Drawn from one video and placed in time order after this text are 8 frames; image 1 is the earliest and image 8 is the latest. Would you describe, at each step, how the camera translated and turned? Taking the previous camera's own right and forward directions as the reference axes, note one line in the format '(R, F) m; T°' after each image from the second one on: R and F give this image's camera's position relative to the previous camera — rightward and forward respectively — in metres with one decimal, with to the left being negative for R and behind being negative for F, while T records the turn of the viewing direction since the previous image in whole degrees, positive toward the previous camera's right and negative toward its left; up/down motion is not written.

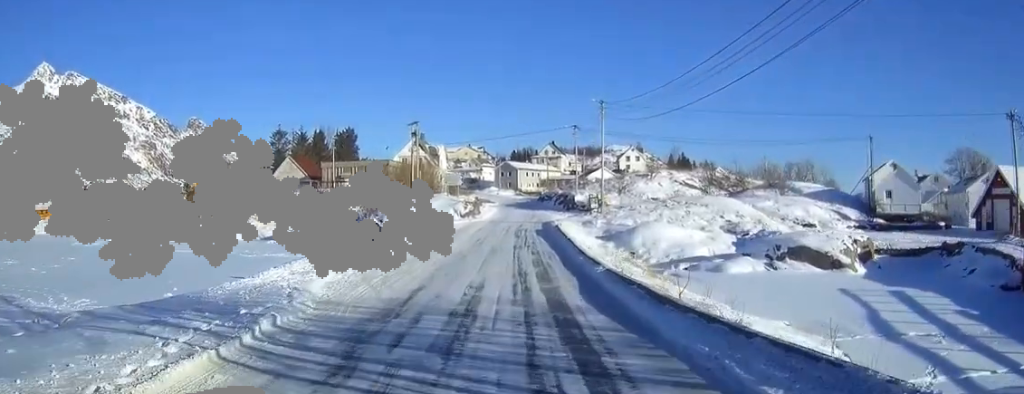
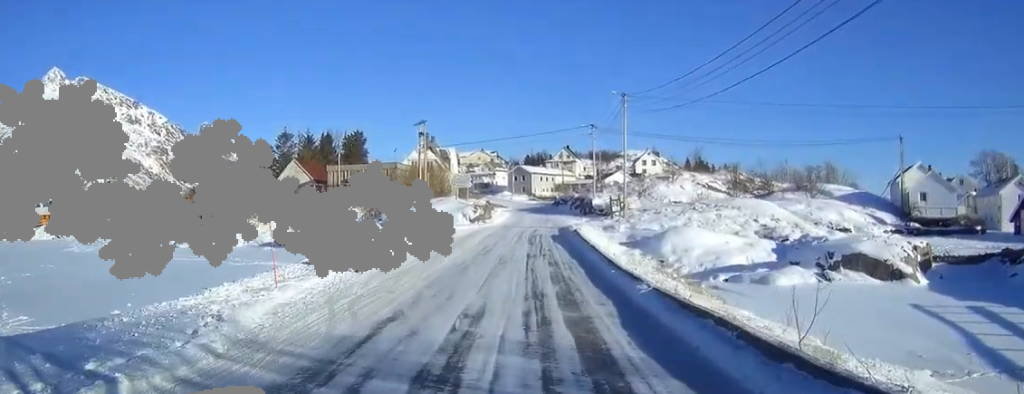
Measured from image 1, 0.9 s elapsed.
(-0.1, +4.9) m; -1°
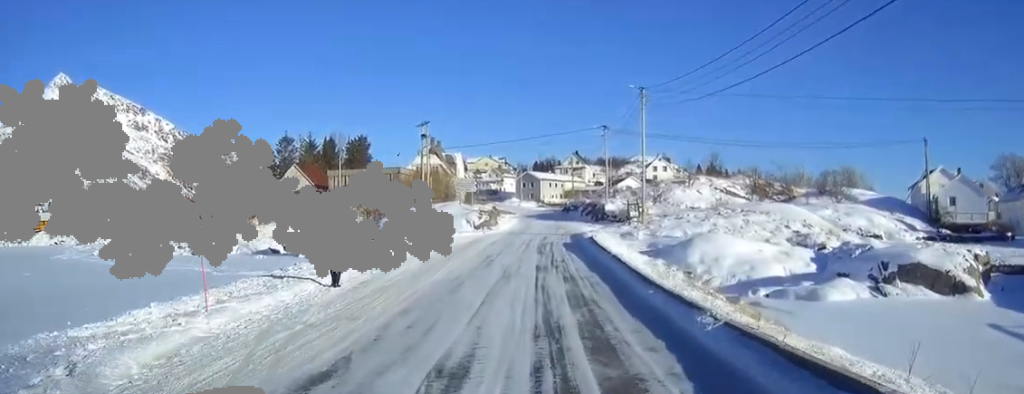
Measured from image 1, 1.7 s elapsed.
(+0.1, +4.4) m; -1°
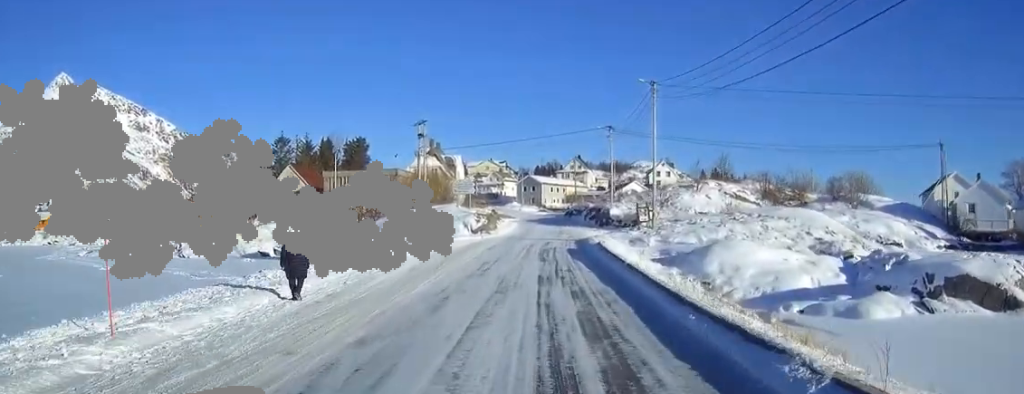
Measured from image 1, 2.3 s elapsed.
(-0.2, +3.3) m; -1°
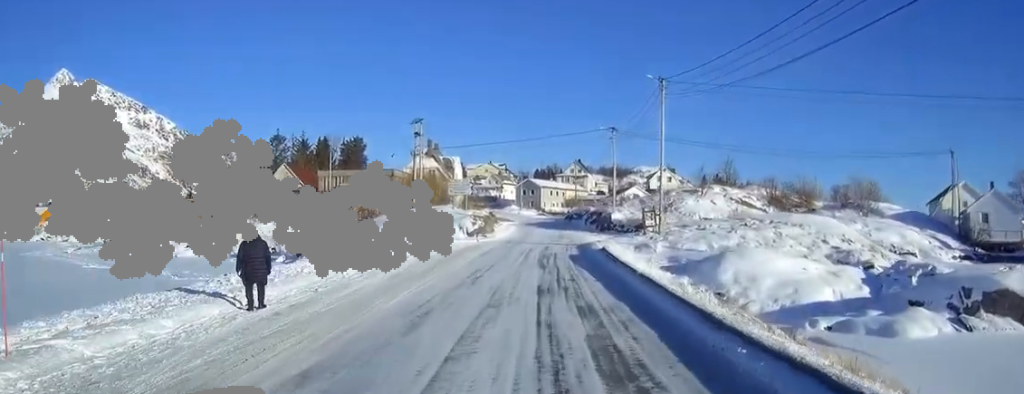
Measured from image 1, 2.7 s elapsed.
(-0.1, +2.4) m; 0°
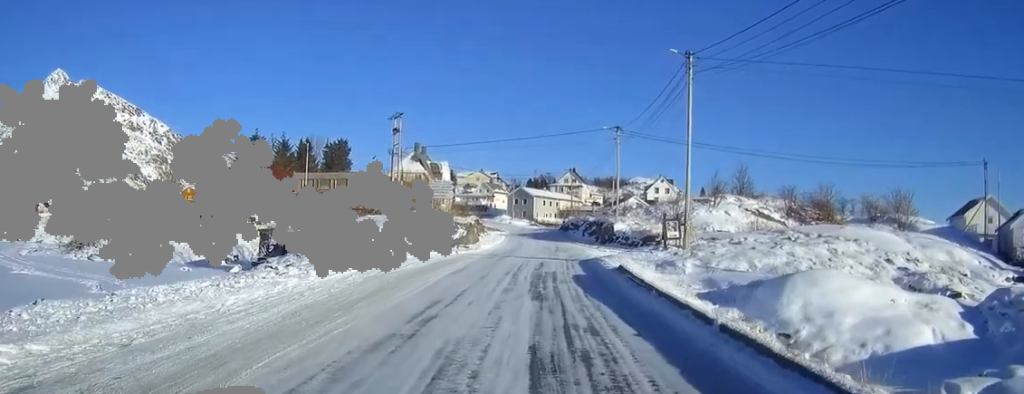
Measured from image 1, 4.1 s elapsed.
(+0.3, +8.0) m; +4°
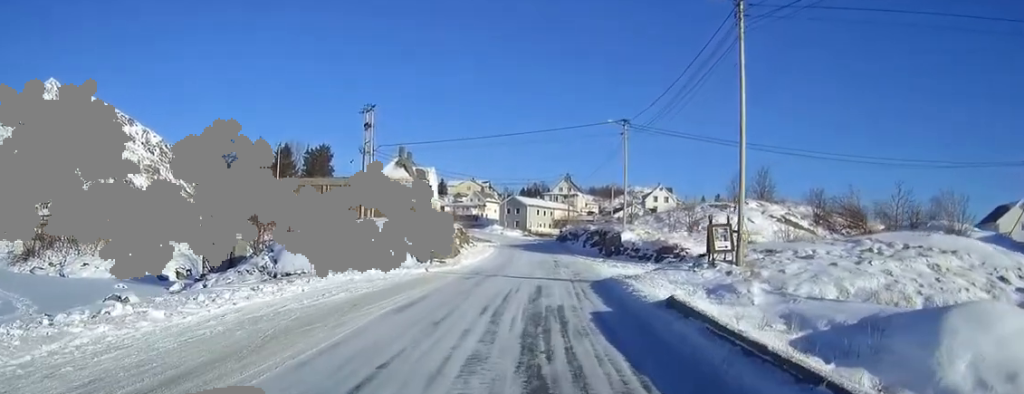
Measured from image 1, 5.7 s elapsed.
(+0.1, +9.3) m; +1°
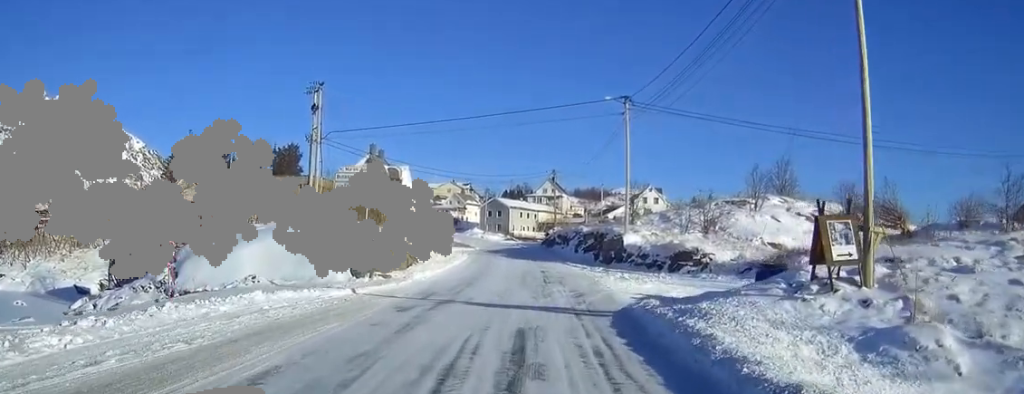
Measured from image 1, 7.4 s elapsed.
(+0.1, +10.9) m; +2°
